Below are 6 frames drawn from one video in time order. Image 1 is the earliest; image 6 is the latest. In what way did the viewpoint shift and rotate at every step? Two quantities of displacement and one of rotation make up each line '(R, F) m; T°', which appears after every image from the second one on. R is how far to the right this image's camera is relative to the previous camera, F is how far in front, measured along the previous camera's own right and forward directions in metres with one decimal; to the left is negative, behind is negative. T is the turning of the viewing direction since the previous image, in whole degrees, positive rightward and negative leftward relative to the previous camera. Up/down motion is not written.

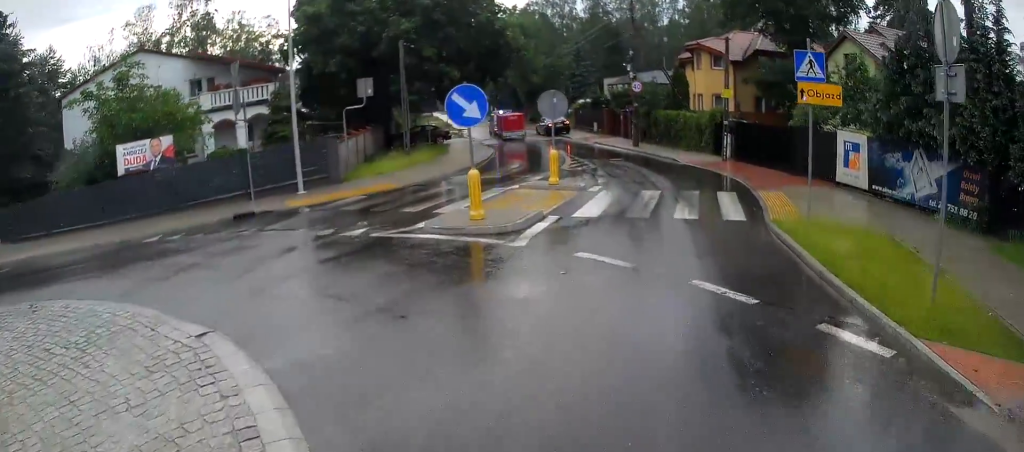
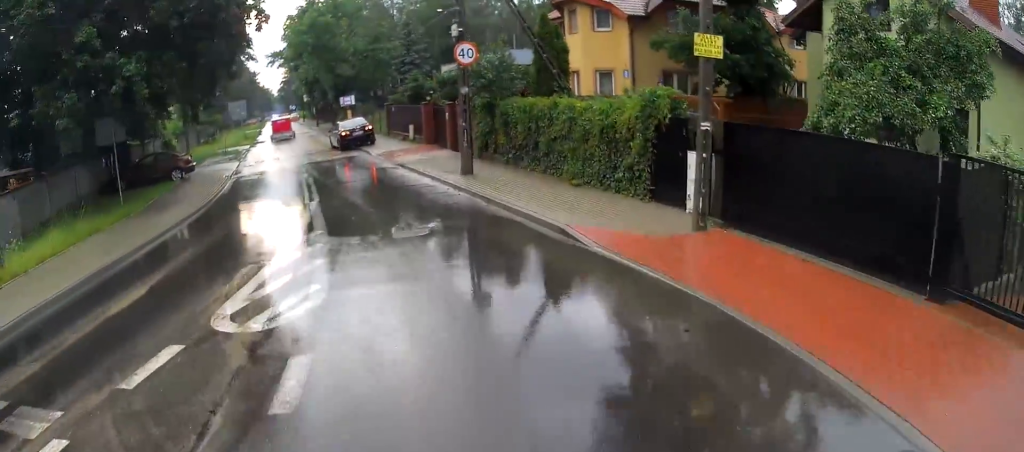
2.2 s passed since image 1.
(+1.9, +14.9) m; +11°
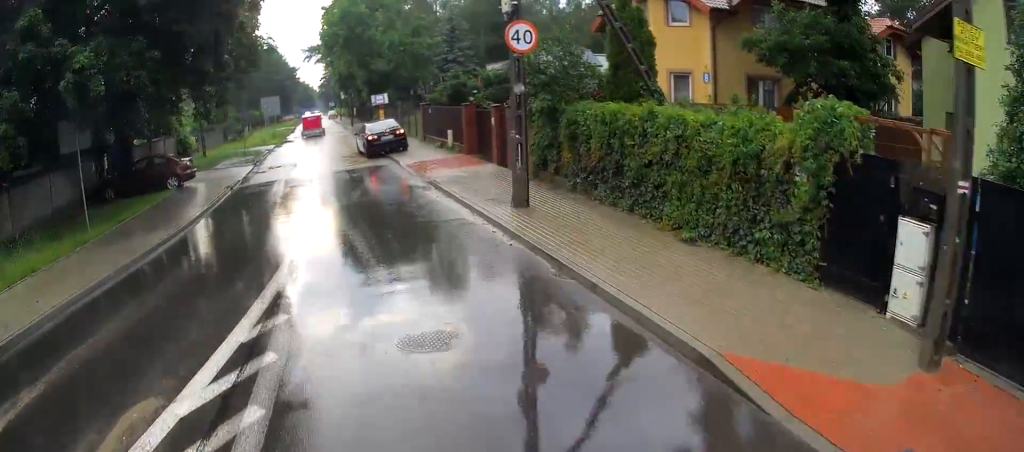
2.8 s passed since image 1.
(+0.2, +4.3) m; 0°
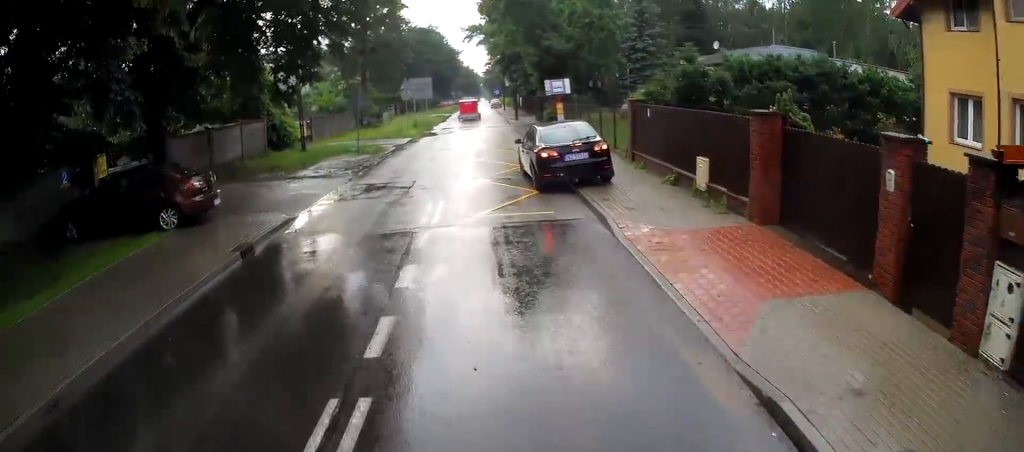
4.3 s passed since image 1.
(-0.6, +12.2) m; -5°
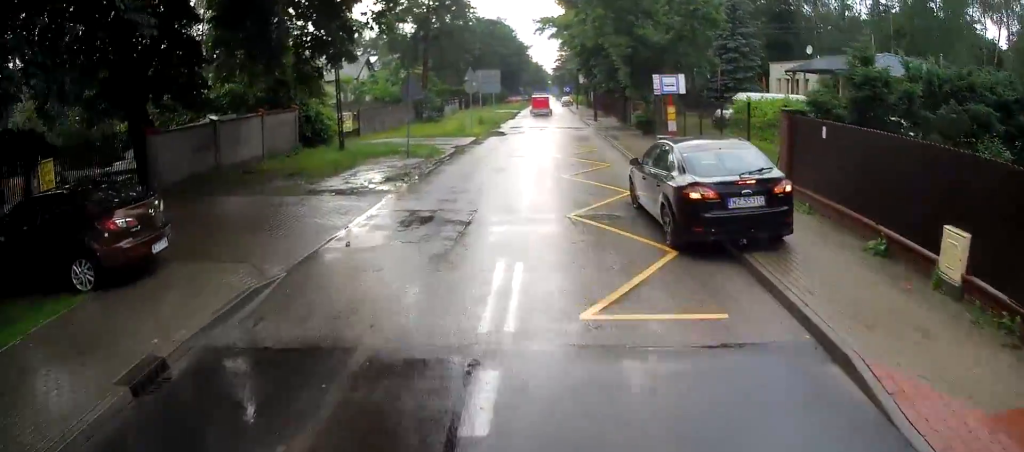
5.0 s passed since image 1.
(+0.1, +5.7) m; -3°
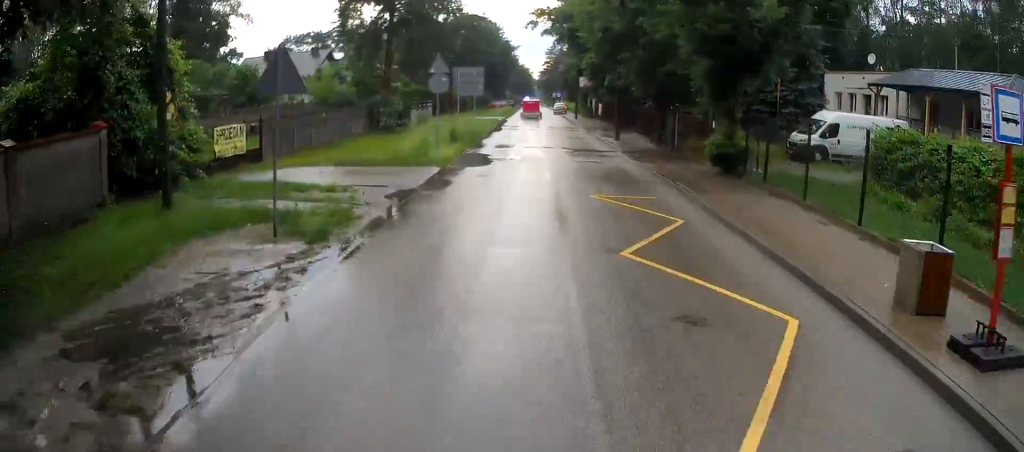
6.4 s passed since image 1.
(-1.3, +12.7) m; -8°
